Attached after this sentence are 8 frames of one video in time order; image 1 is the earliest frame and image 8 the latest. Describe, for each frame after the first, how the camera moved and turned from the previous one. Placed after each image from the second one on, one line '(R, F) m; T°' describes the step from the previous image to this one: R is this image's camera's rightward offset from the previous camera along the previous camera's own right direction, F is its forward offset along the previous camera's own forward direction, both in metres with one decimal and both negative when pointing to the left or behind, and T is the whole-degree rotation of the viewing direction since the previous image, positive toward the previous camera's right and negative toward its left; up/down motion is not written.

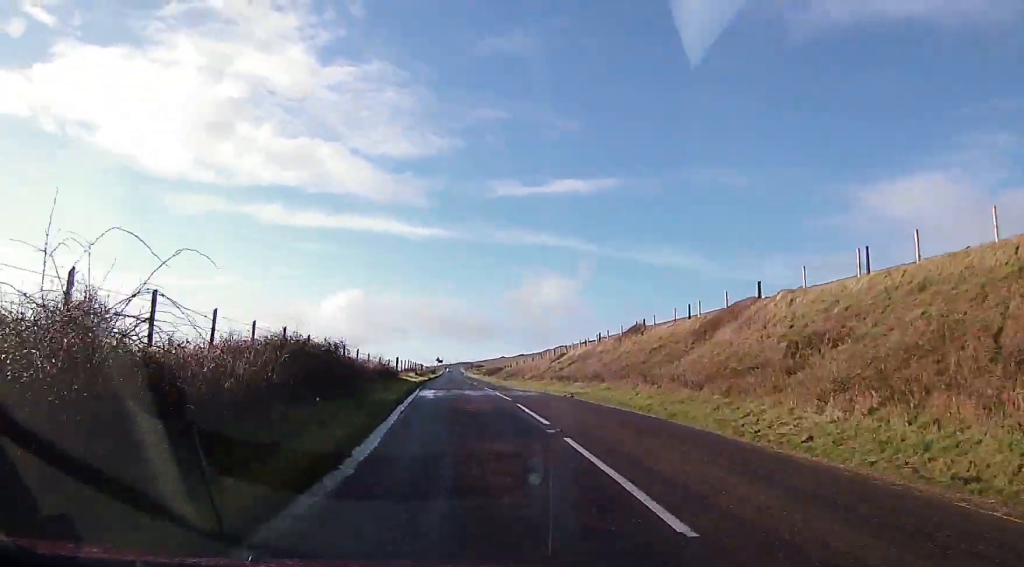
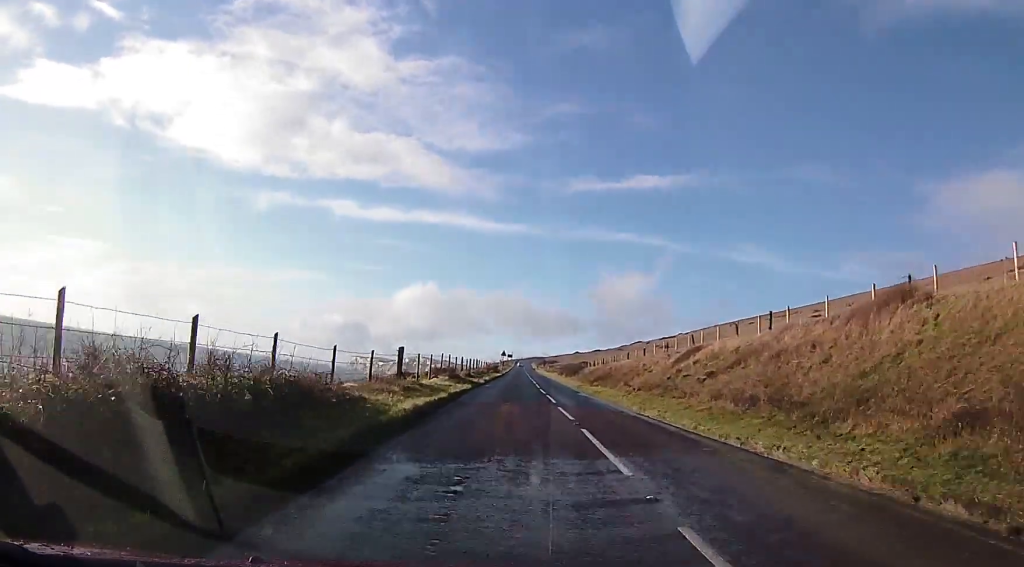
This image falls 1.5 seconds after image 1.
(-2.3, +21.7) m; -8°
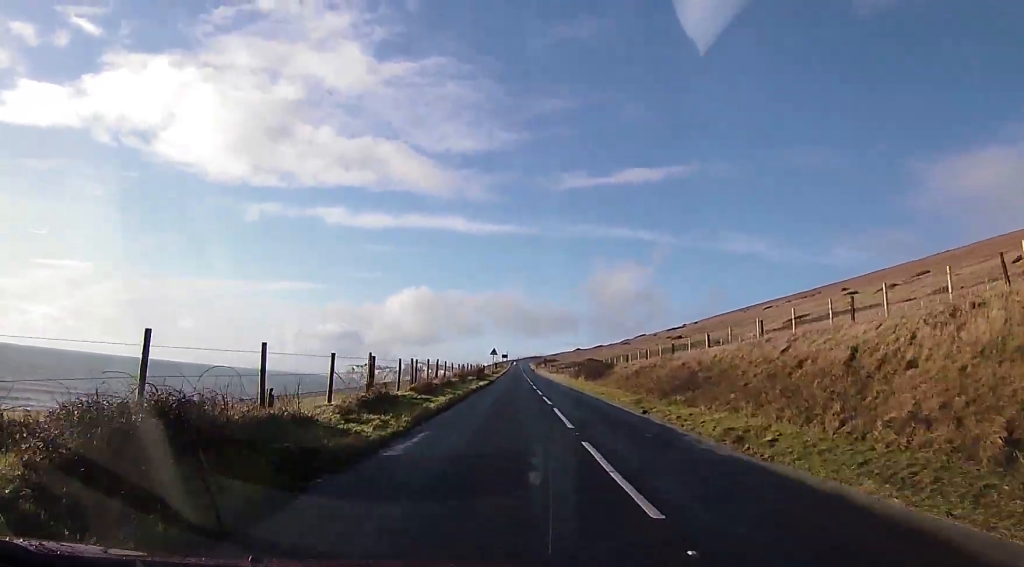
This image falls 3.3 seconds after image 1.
(-0.6, +27.1) m; -1°
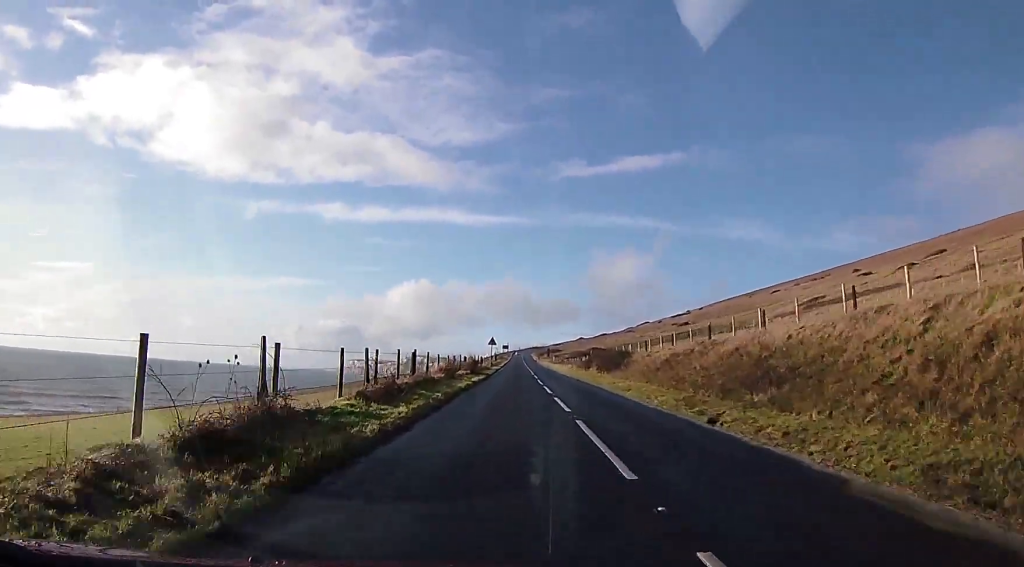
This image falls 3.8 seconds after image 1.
(0.0, +7.8) m; 0°
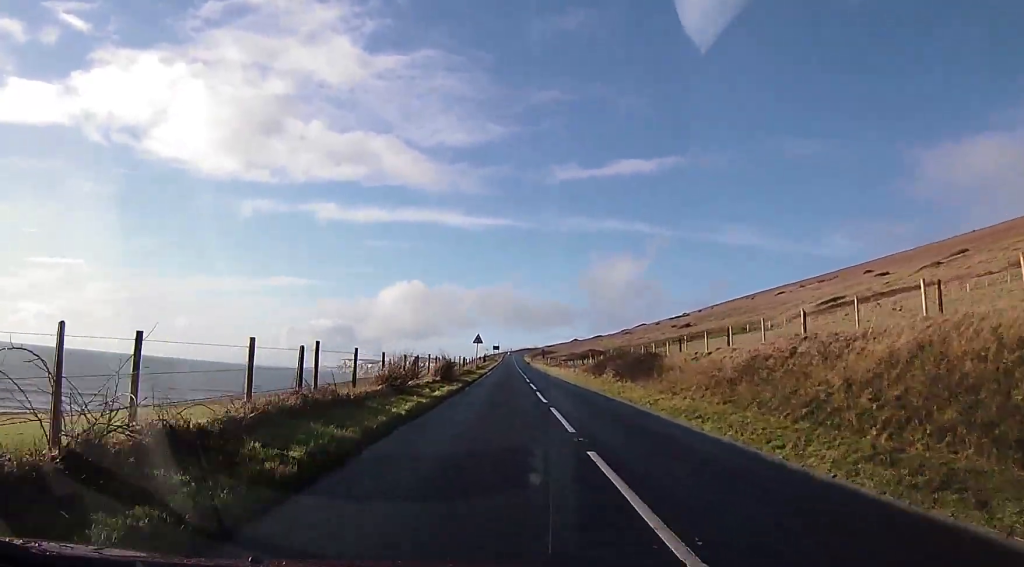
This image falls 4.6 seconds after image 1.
(0.0, +12.1) m; 0°
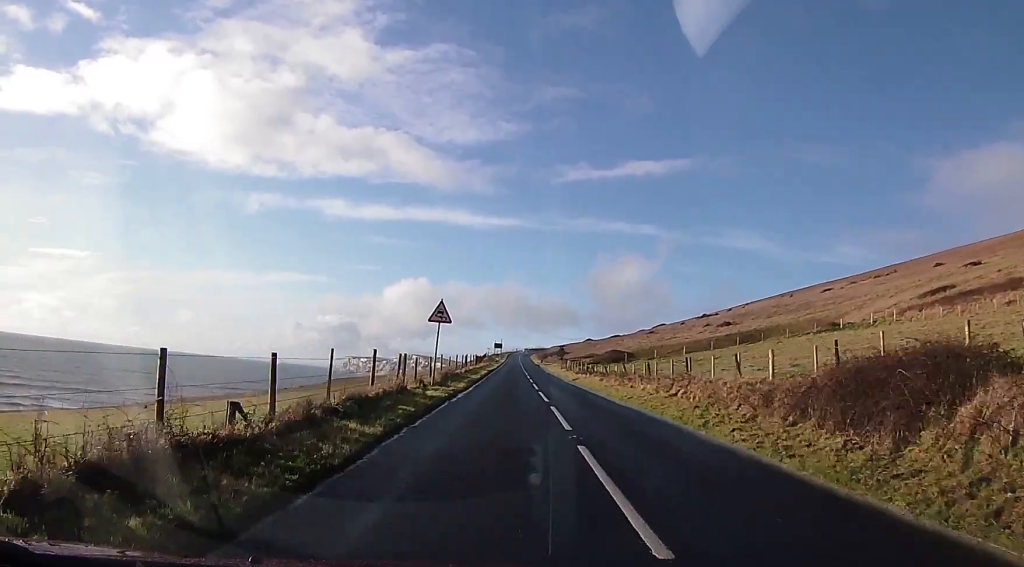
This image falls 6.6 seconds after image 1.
(-0.1, +32.6) m; 0°
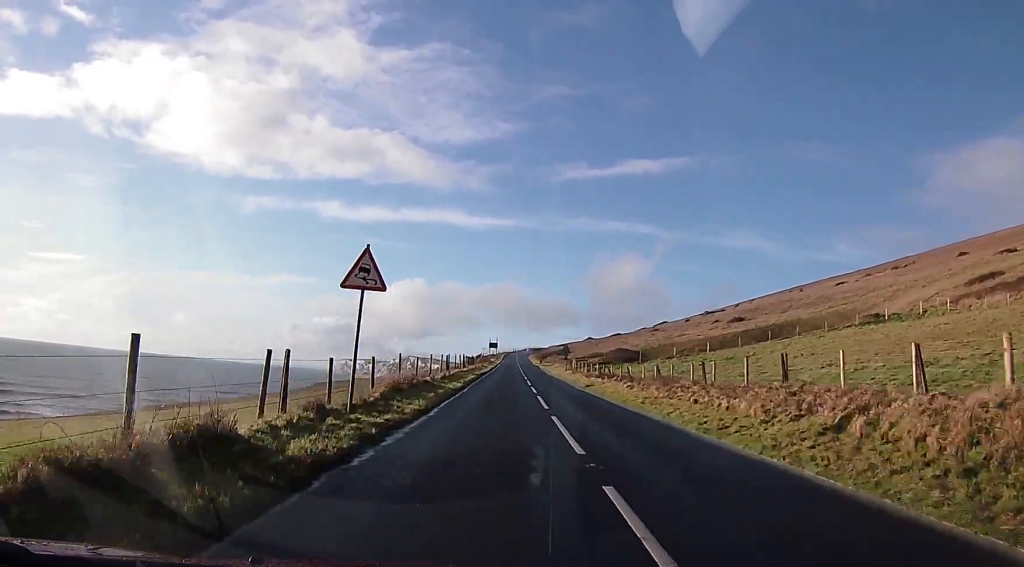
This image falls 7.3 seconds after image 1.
(0.0, +11.7) m; 0°
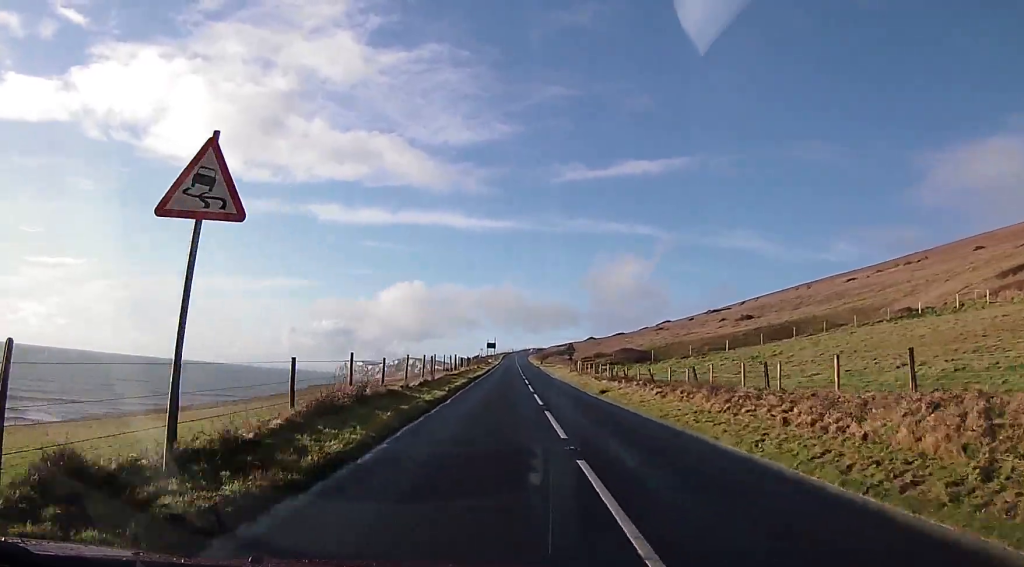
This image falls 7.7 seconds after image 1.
(0.0, +6.8) m; 0°
